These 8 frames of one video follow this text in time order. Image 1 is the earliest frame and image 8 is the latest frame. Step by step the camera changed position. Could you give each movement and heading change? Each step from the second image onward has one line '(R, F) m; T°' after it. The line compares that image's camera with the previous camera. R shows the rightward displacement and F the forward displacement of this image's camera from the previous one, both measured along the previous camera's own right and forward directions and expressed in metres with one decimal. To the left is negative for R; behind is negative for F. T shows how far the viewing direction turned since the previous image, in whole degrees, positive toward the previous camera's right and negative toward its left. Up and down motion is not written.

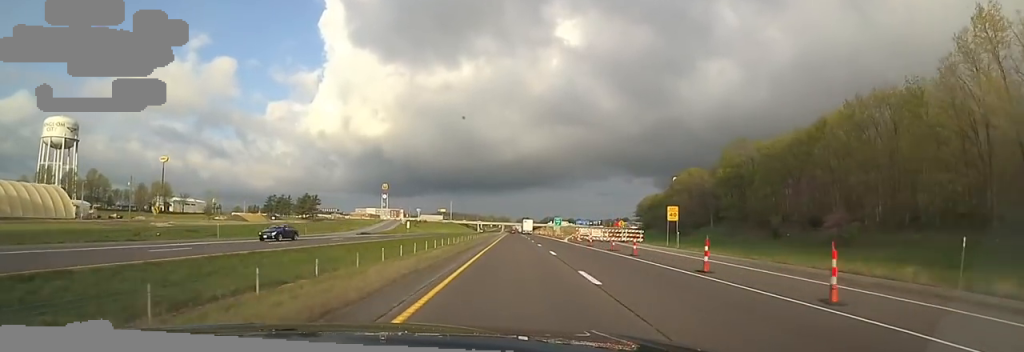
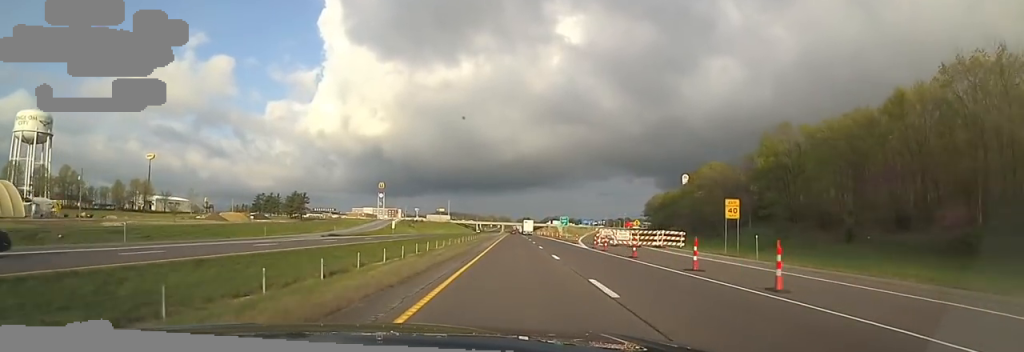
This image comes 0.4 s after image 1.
(0.0, +14.2) m; 0°
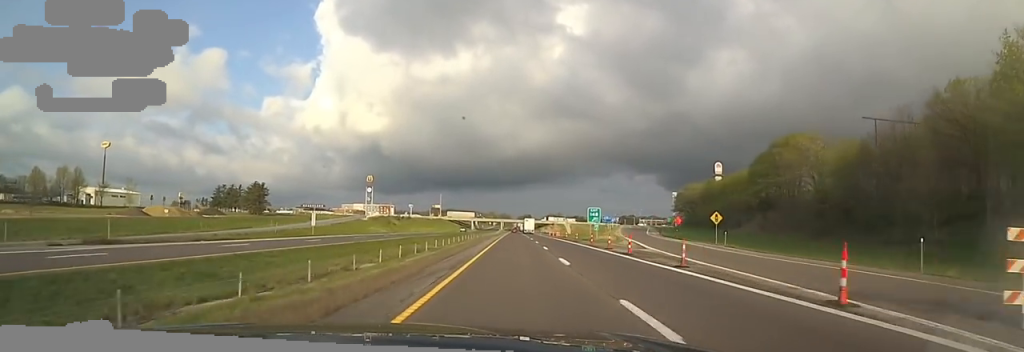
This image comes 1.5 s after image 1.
(0.0, +40.2) m; 0°
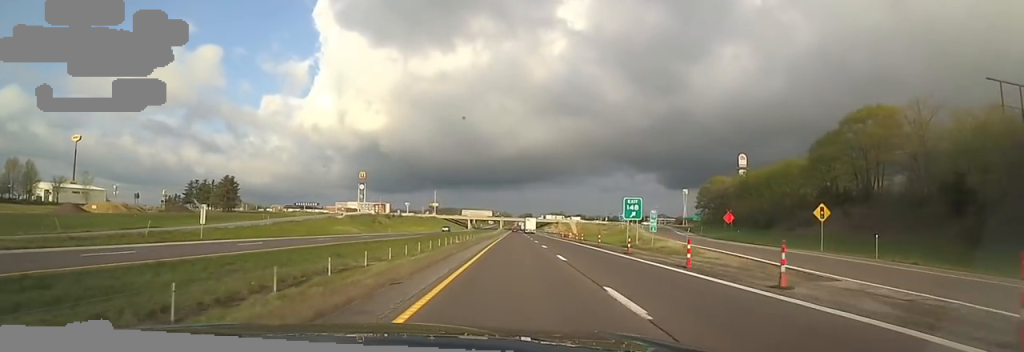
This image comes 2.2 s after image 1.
(0.0, +22.5) m; 0°
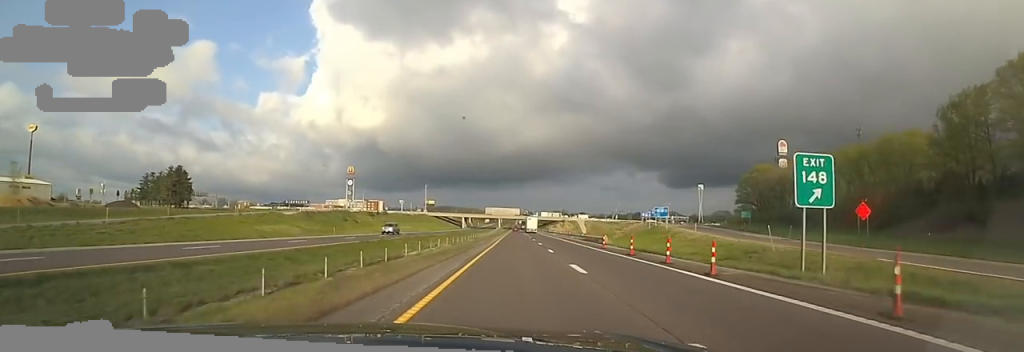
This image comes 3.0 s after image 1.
(0.0, +29.7) m; 0°
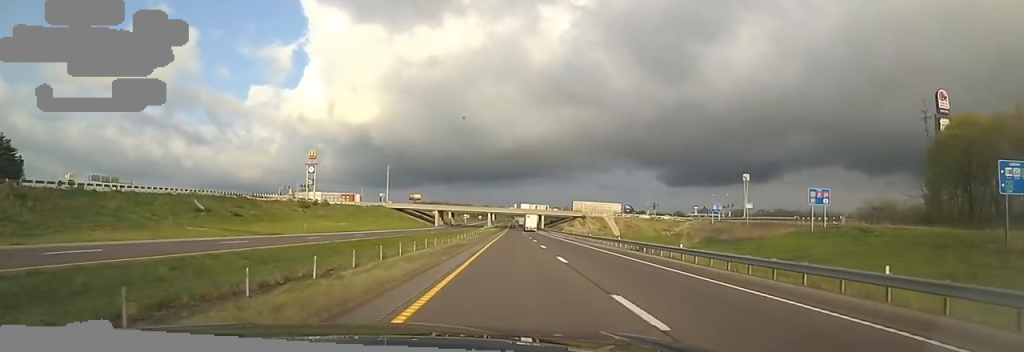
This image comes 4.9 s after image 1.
(+2.8, +69.6) m; +2°
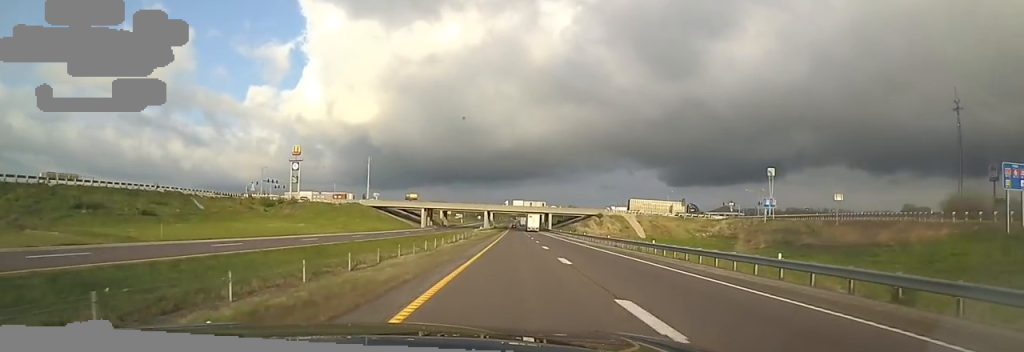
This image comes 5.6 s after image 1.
(-1.1, +25.3) m; -2°
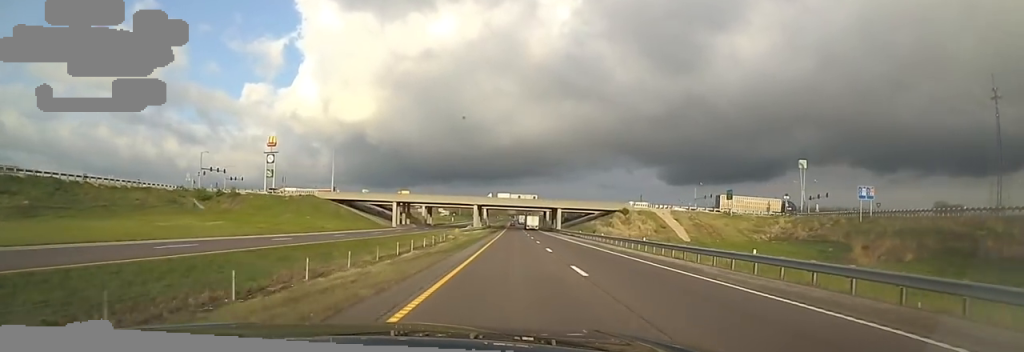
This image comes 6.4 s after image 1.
(-0.3, +29.0) m; -1°
